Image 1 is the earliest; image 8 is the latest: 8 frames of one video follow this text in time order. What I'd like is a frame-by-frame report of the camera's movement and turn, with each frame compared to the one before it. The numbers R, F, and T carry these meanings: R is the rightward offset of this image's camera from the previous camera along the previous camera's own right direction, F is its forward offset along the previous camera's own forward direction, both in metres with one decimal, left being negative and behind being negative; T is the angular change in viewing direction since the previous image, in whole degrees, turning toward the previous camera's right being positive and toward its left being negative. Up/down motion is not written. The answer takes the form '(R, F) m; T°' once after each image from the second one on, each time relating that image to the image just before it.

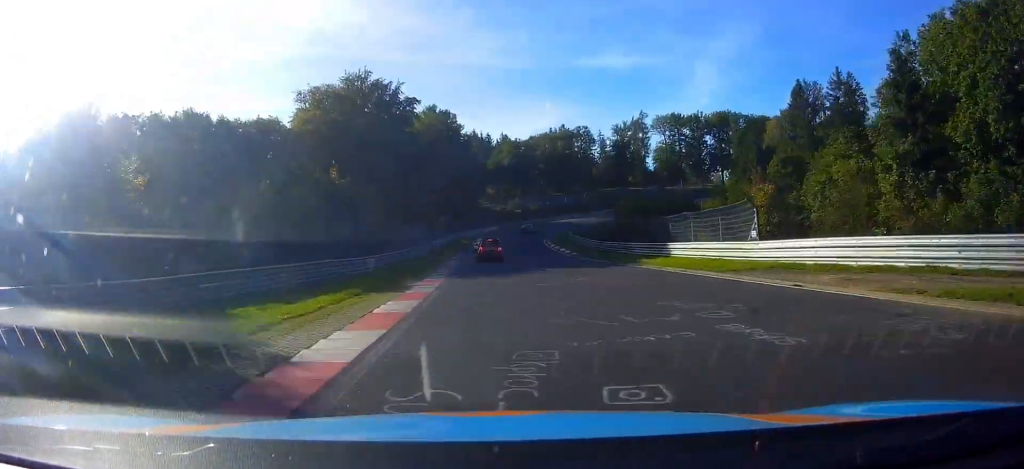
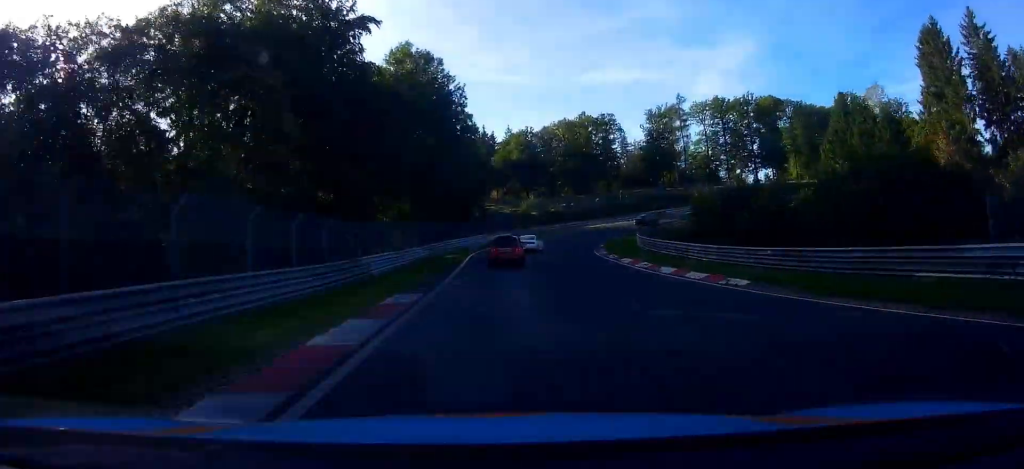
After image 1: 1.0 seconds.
(+2.5, +24.3) m; +13°
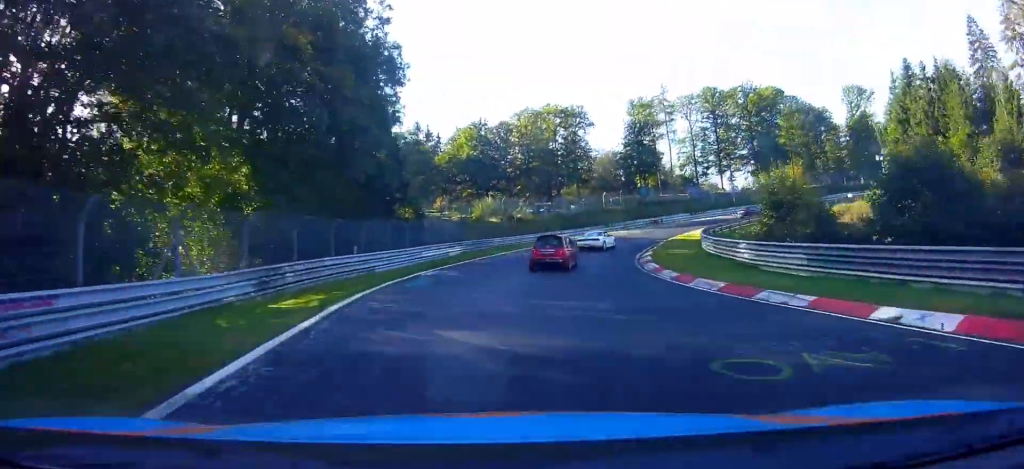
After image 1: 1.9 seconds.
(+2.5, +22.4) m; +12°
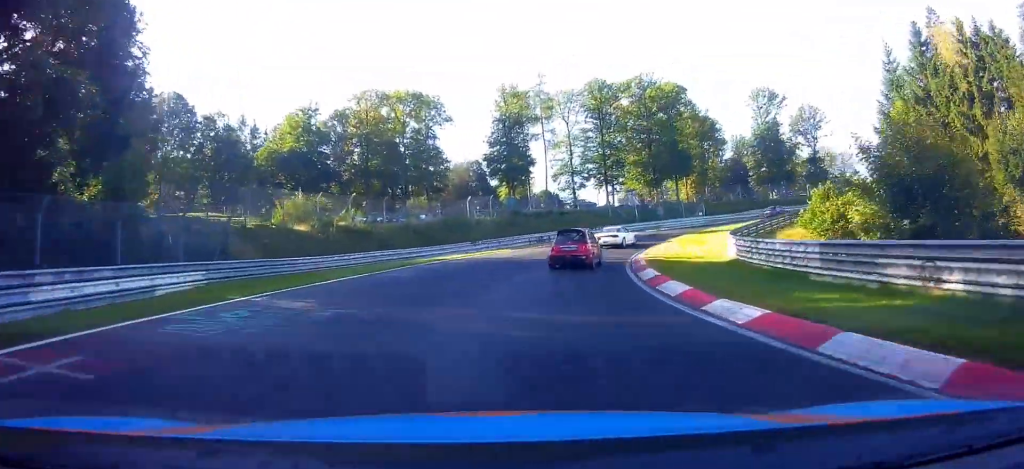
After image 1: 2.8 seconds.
(+2.3, +25.4) m; +11°
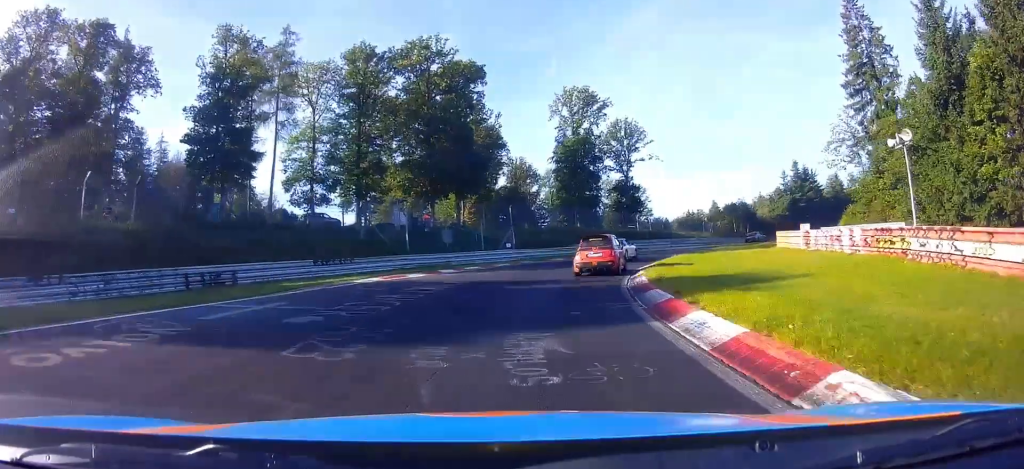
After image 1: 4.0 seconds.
(+5.7, +37.9) m; +15°
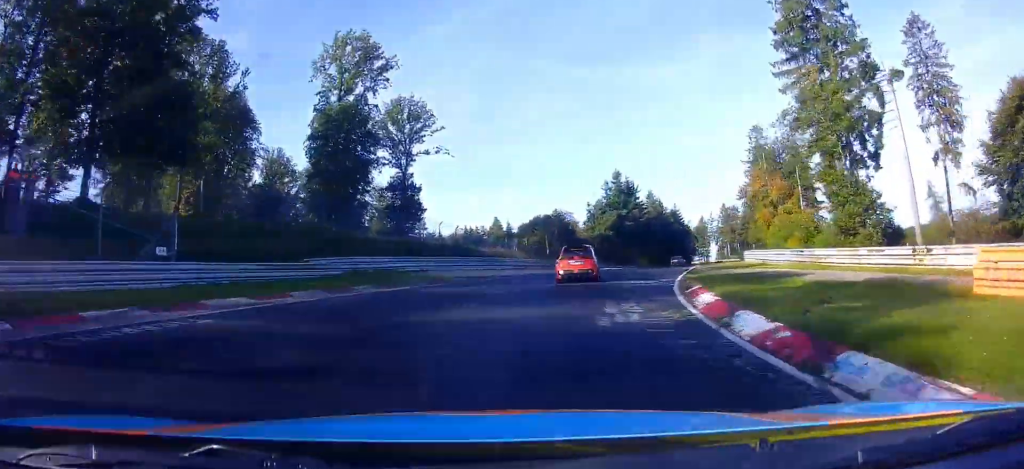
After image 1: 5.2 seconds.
(+3.2, +36.0) m; +10°
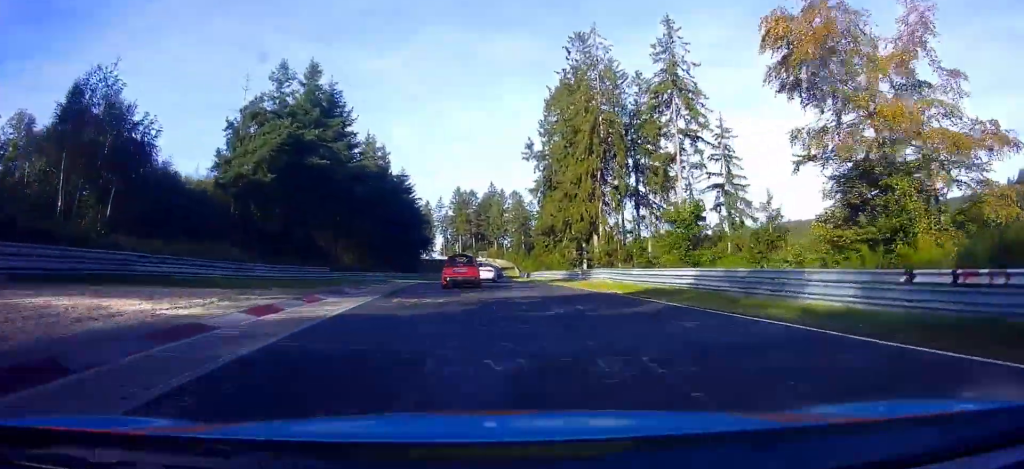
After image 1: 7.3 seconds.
(+10.0, +63.6) m; +17°
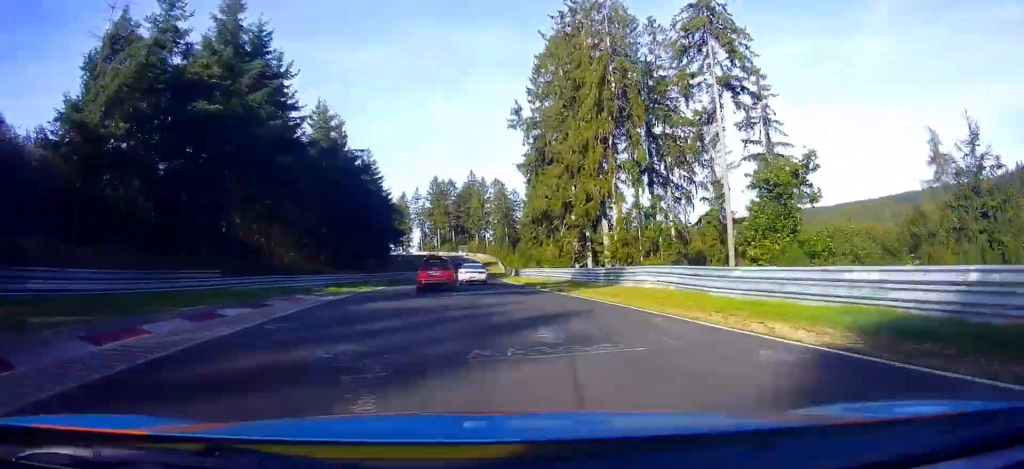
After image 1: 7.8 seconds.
(+0.3, +14.8) m; +3°
